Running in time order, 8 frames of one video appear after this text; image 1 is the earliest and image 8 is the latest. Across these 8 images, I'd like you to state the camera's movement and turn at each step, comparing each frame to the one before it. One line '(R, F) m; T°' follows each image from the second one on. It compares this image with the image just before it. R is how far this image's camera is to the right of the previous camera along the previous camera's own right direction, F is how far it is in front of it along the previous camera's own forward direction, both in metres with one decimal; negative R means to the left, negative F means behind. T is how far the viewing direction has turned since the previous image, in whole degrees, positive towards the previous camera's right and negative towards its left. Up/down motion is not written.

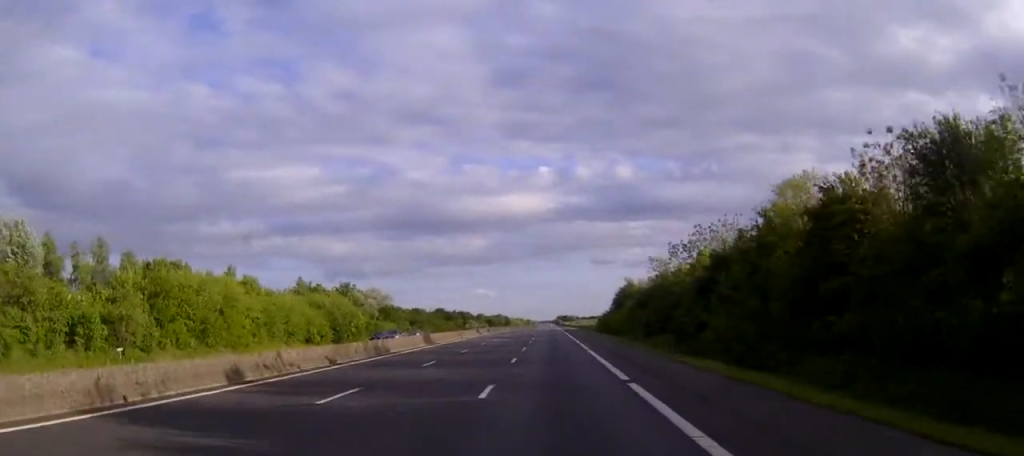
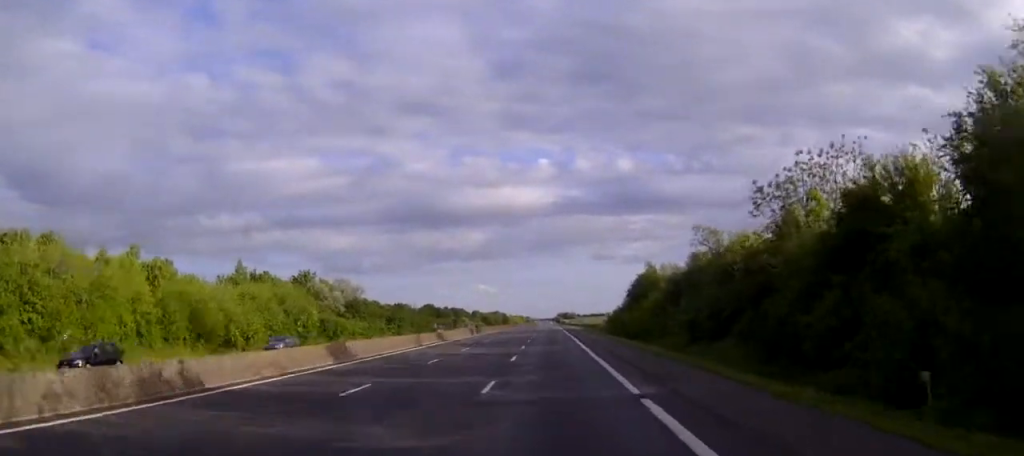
(0.0, +24.7) m; 0°
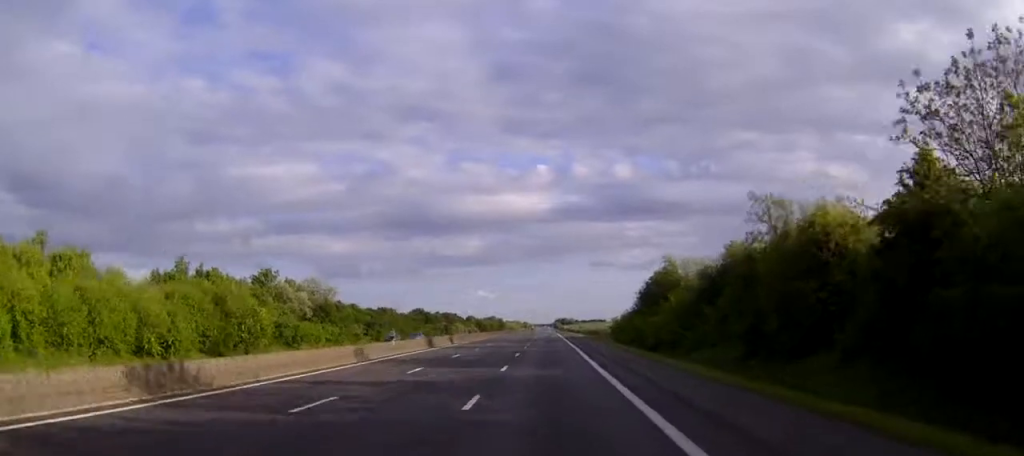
(0.0, +16.5) m; 0°
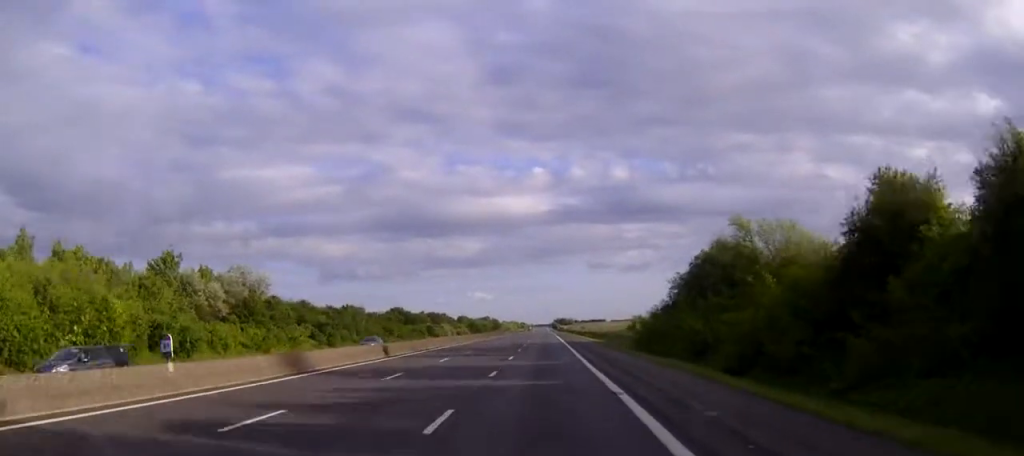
(0.0, +29.4) m; 0°
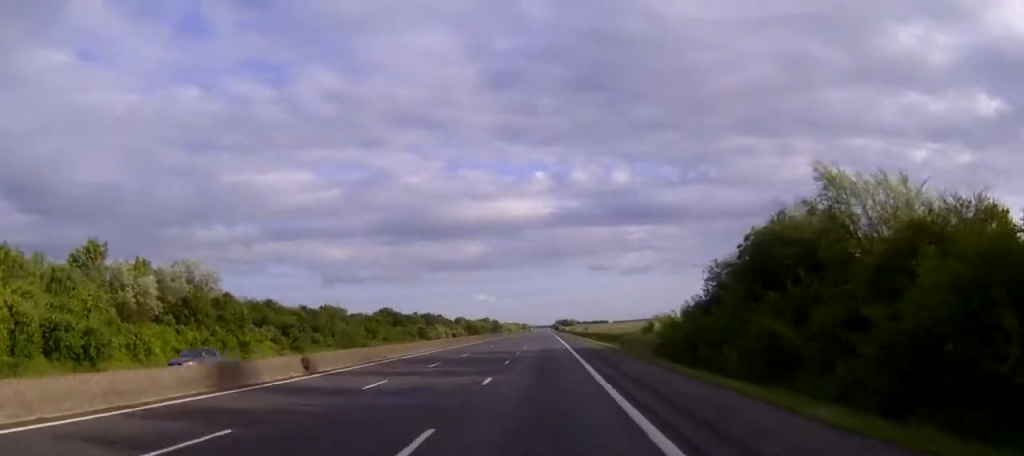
(0.0, +15.6) m; 0°
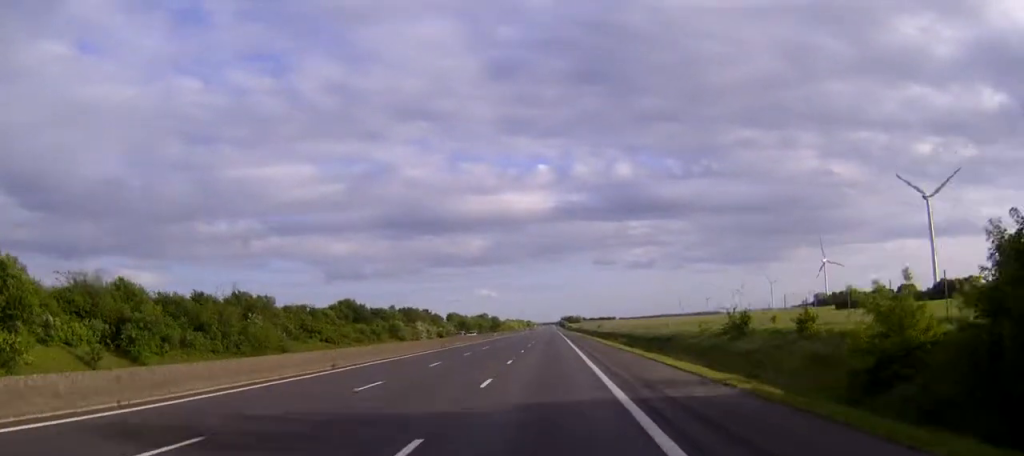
(-0.1, +40.6) m; 0°
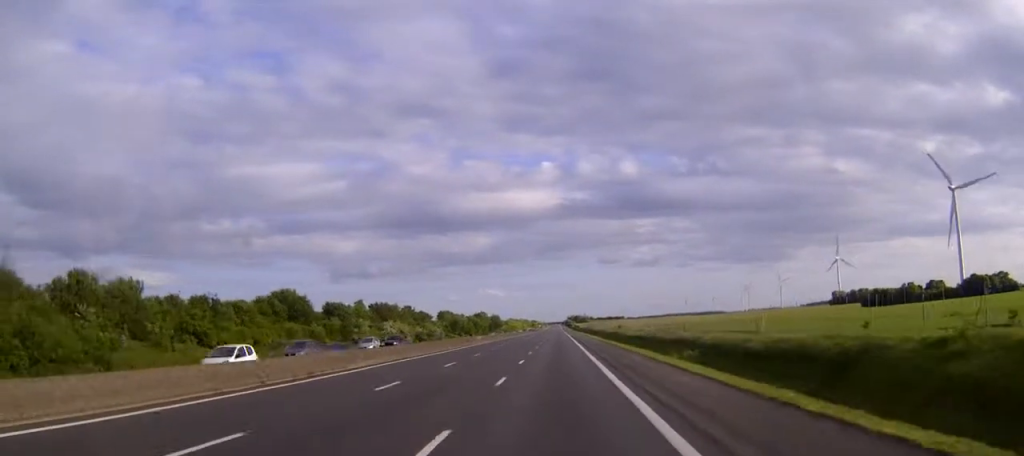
(-0.1, +37.8) m; 0°
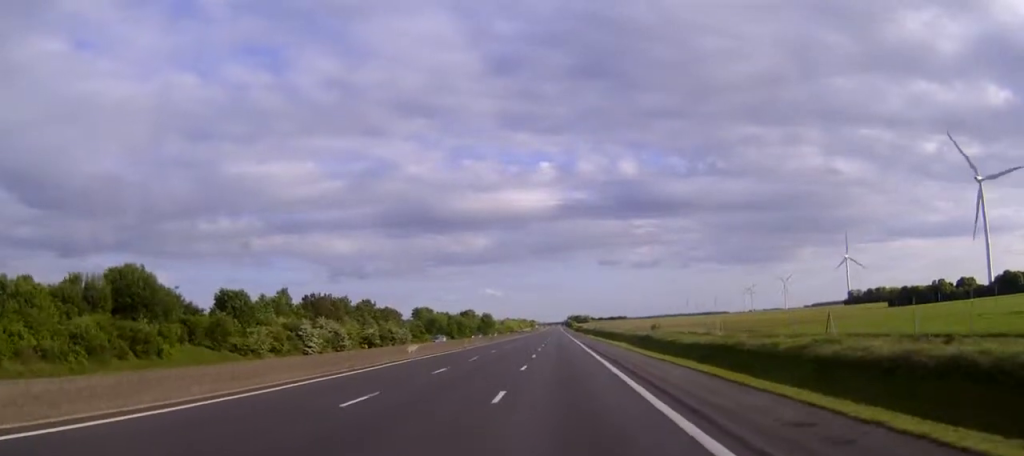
(-0.1, +44.3) m; 0°
